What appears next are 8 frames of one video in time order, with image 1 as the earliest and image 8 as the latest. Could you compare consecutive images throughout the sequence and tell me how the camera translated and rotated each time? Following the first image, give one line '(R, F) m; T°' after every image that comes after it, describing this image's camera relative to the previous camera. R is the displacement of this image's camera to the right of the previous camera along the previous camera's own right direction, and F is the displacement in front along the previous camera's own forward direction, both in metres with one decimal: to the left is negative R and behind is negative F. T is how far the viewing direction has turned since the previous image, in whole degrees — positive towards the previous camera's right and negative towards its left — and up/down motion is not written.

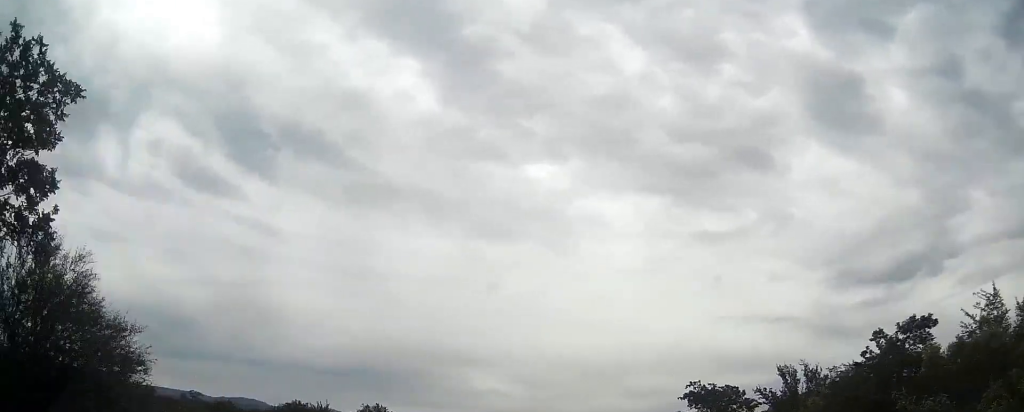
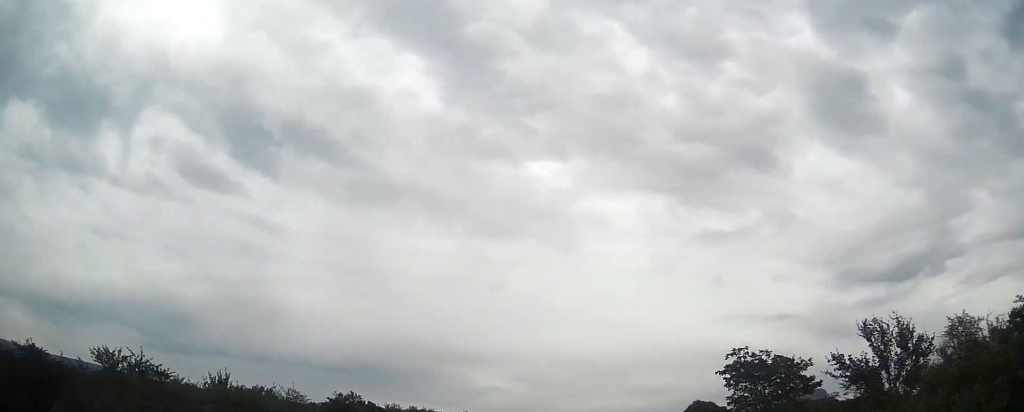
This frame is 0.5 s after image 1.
(0.0, +13.8) m; 0°
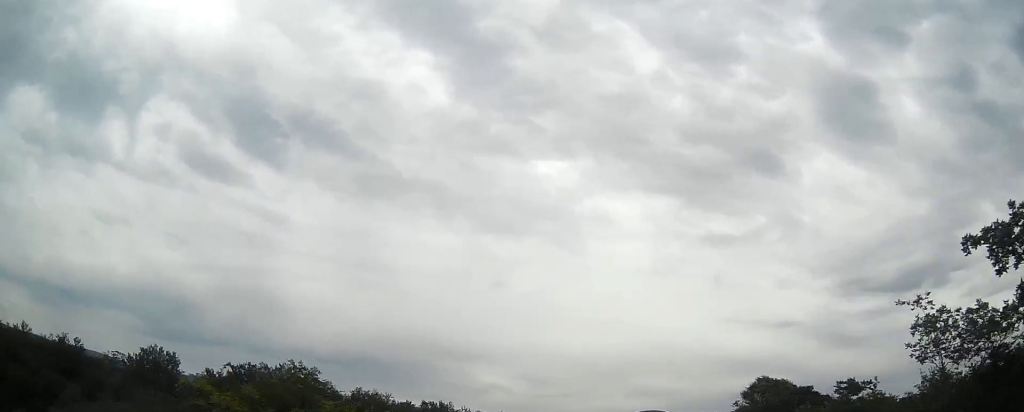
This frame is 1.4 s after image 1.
(0.0, +24.5) m; 0°
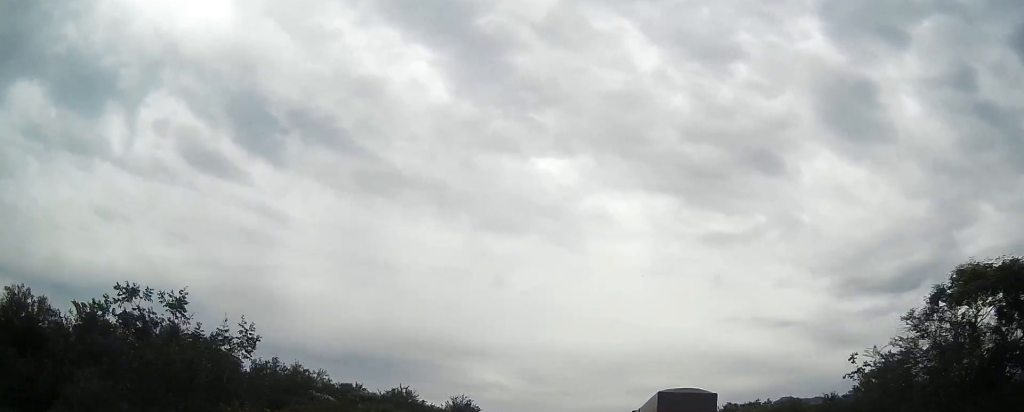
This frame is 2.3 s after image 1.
(-0.1, +22.4) m; 0°
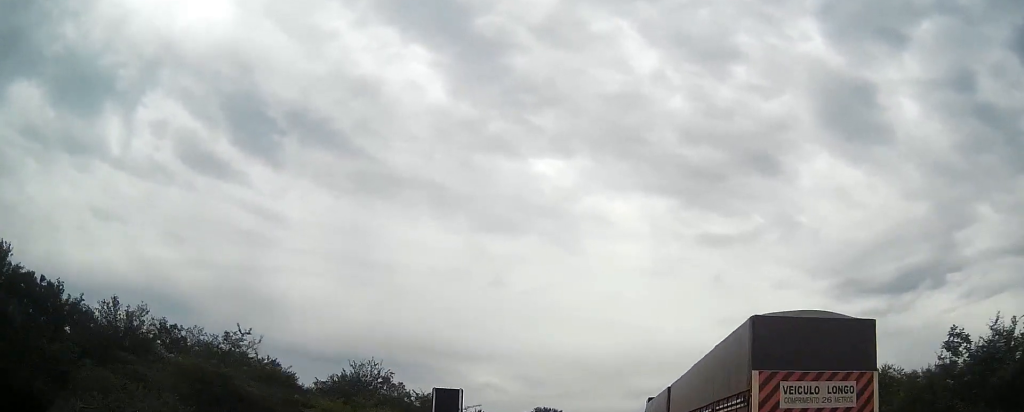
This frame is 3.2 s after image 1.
(-0.2, +25.7) m; 0°
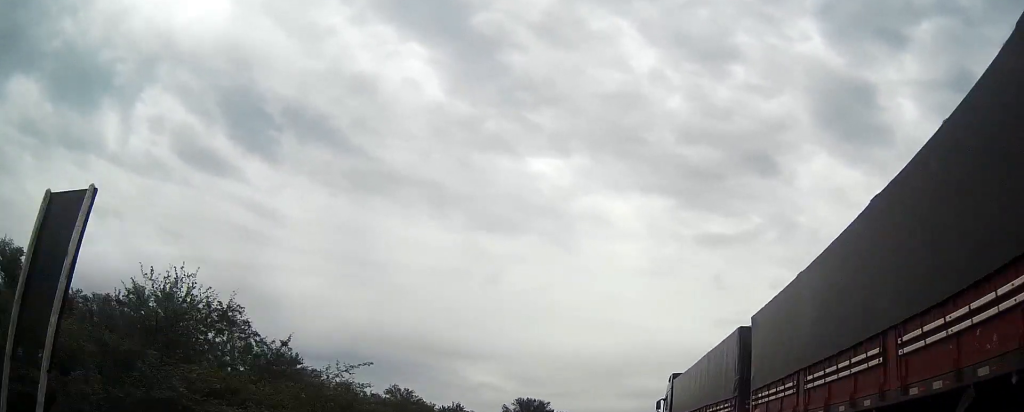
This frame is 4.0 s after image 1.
(0.0, +19.4) m; 0°
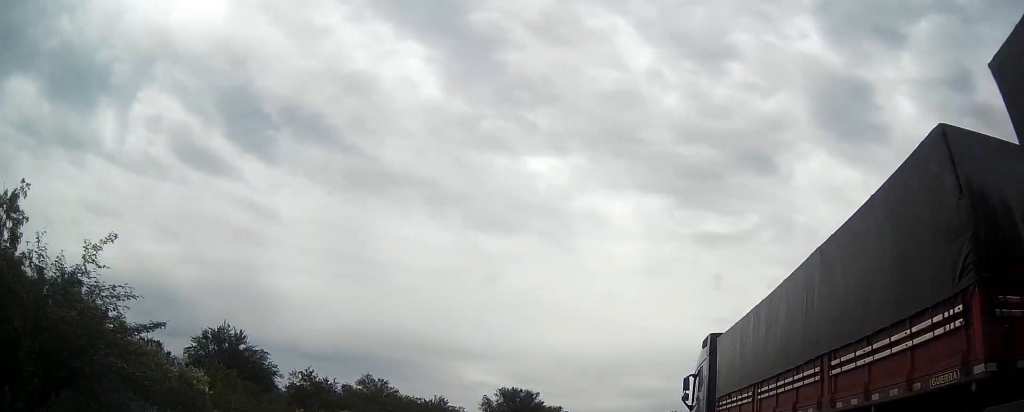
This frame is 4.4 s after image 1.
(0.0, +11.9) m; 0°
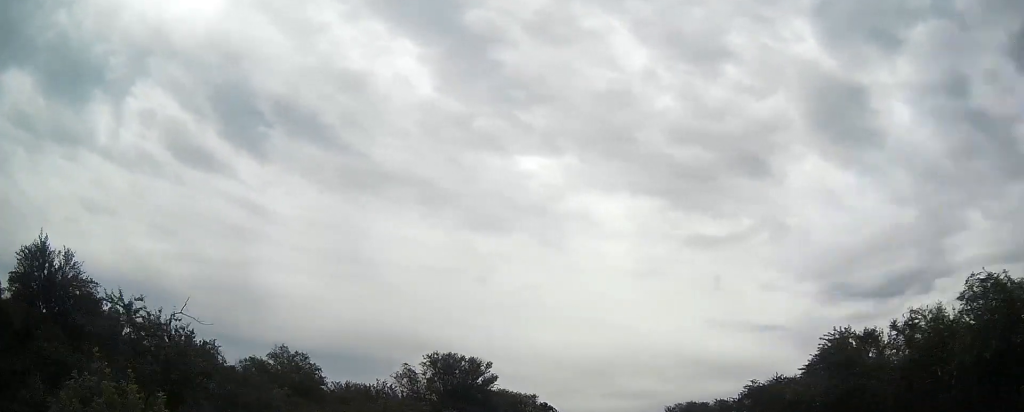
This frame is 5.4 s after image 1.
(+0.1, +25.9) m; 0°
